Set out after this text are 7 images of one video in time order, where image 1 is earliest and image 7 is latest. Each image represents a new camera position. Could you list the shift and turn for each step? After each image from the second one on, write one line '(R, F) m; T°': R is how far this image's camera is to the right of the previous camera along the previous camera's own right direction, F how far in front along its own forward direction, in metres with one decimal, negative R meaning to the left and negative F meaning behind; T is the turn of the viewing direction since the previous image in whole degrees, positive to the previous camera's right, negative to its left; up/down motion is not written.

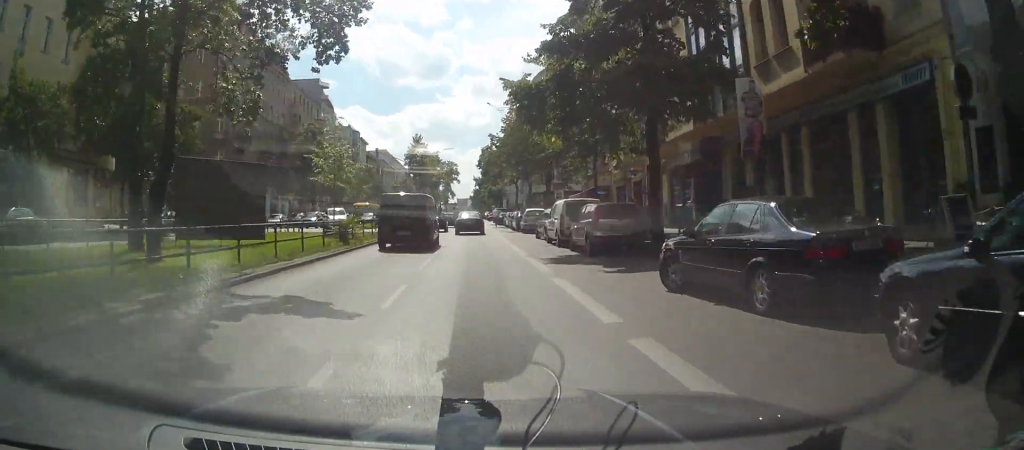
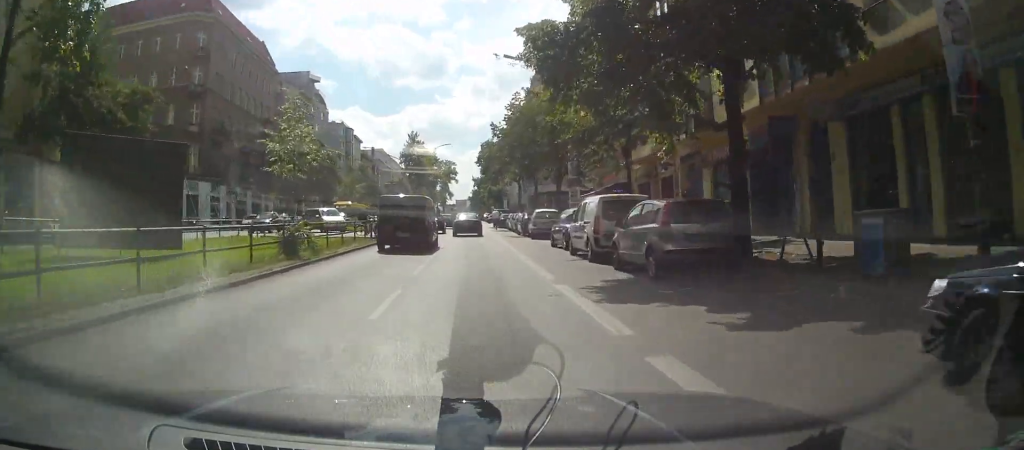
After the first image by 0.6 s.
(+0.1, +6.6) m; 0°
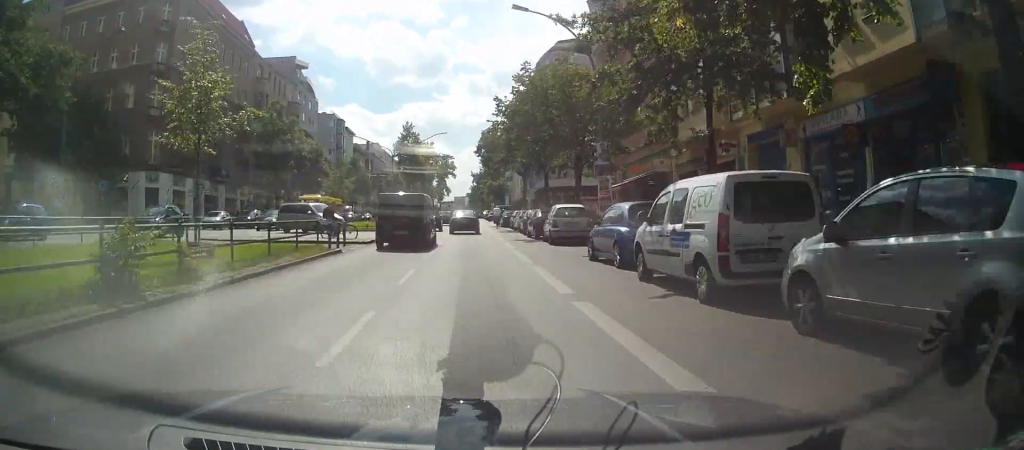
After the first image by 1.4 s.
(-0.2, +8.4) m; -1°
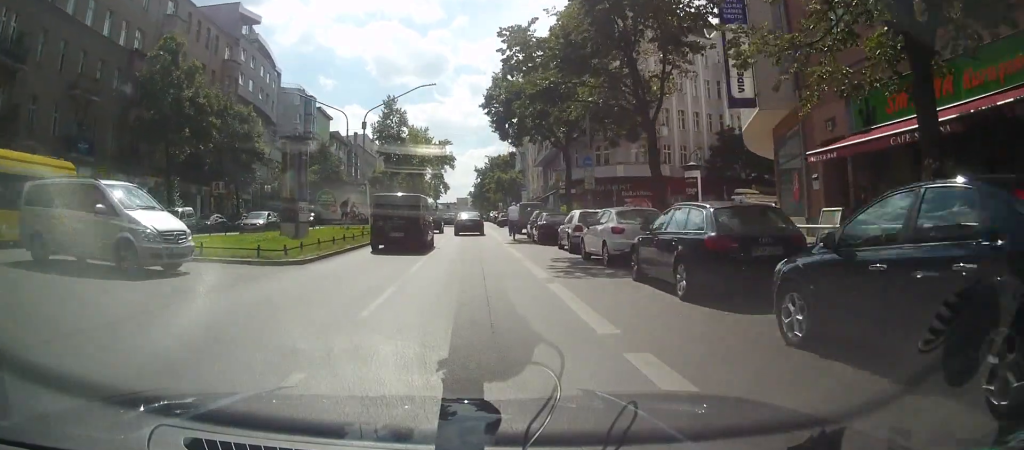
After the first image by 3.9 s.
(+0.2, +27.2) m; 0°
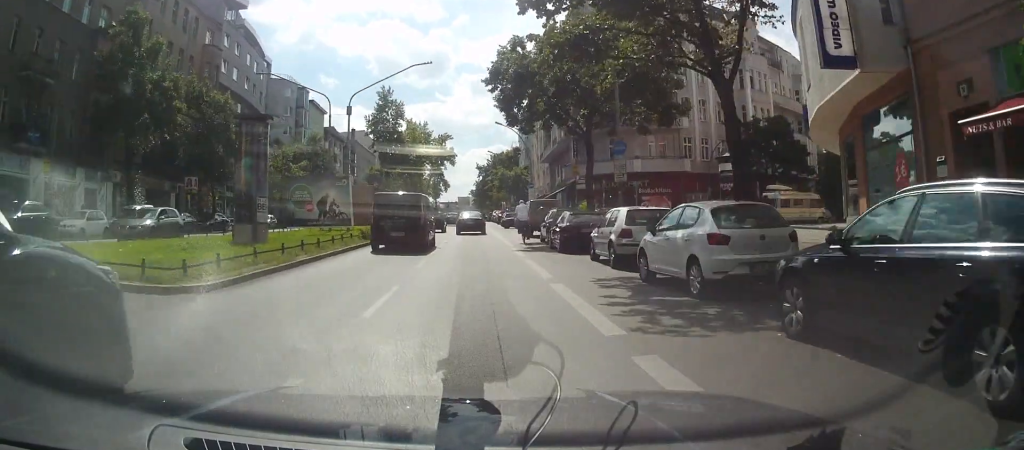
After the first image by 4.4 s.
(-0.3, +6.1) m; 0°
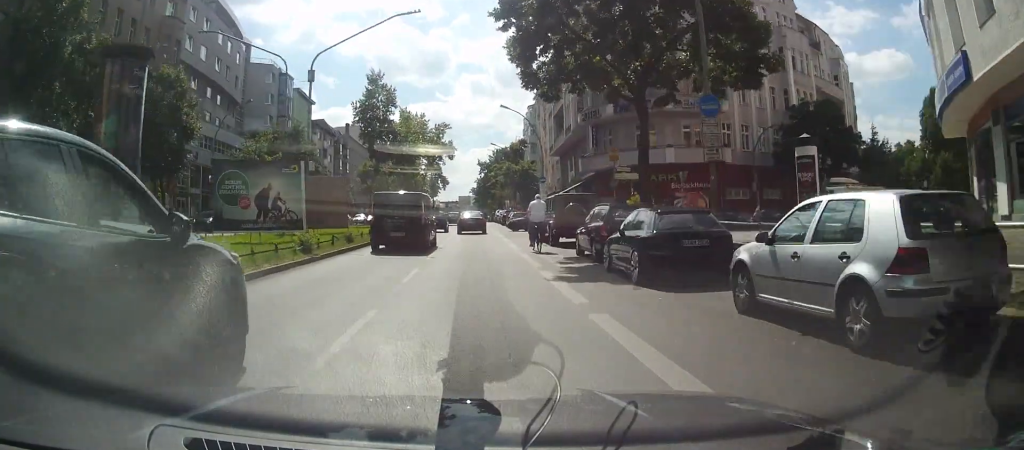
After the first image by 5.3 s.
(+0.4, +9.6) m; 0°
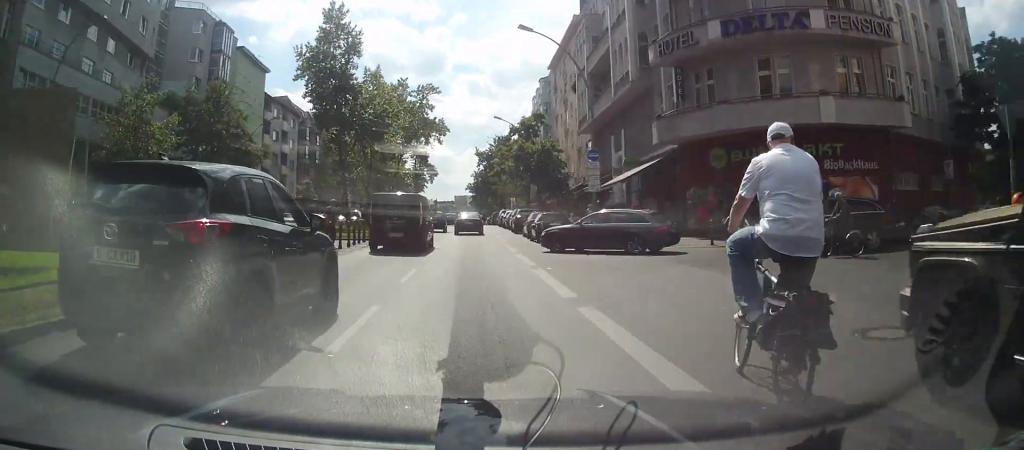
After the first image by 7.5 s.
(-0.3, +23.3) m; +1°
